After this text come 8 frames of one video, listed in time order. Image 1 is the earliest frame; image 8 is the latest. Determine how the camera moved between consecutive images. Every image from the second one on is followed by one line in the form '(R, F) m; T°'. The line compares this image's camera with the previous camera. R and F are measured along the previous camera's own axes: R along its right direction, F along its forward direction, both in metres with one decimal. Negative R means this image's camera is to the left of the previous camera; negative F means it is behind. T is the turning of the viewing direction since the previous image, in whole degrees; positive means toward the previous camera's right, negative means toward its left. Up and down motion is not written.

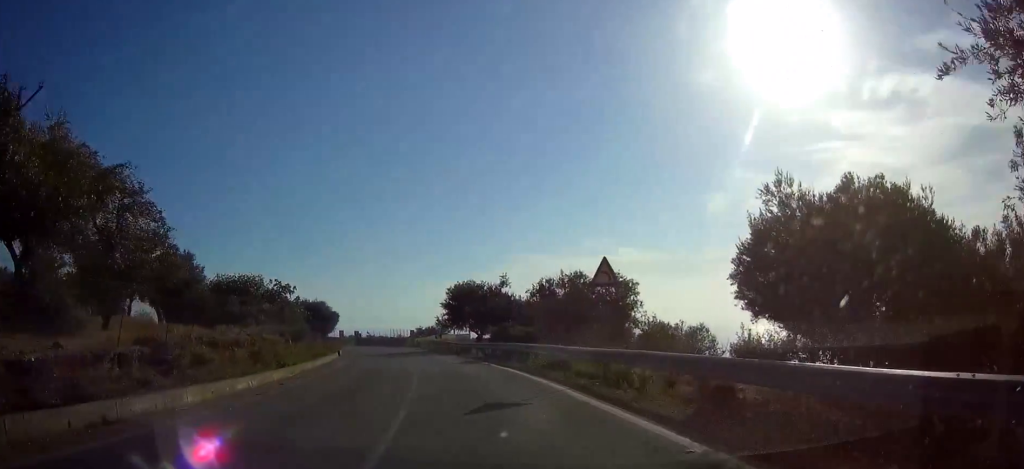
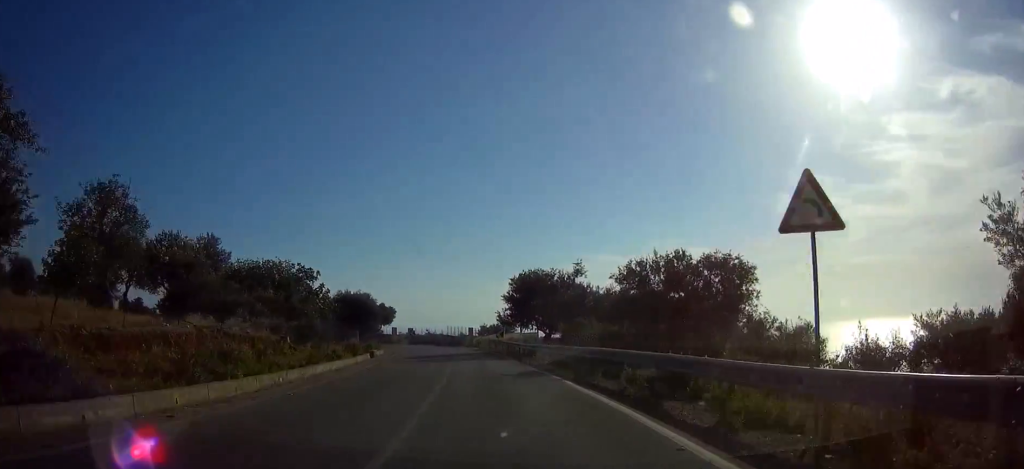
(-0.7, +9.1) m; -6°
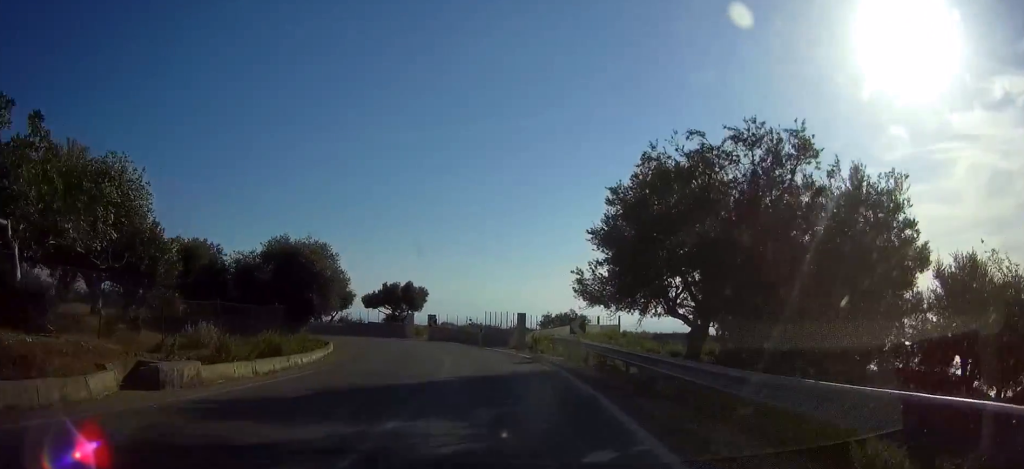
(-3.2, +29.5) m; -10°
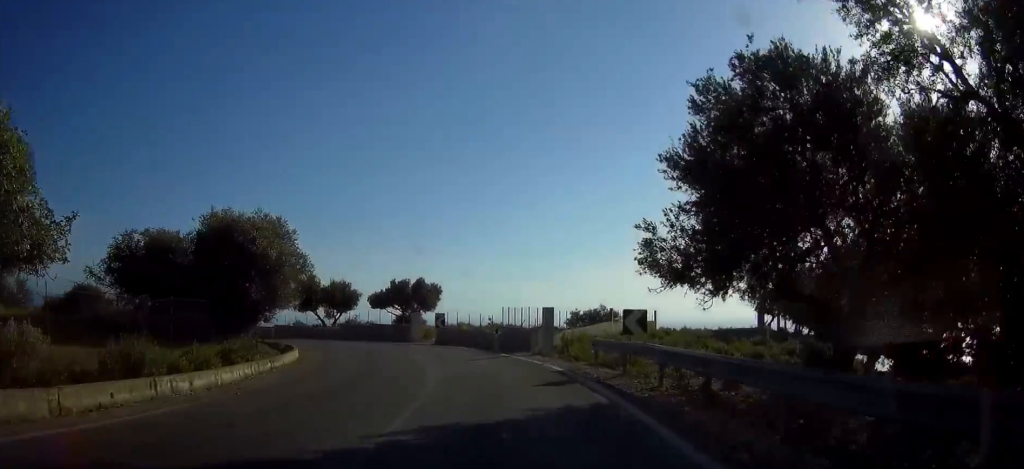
(0.0, +9.1) m; -2°
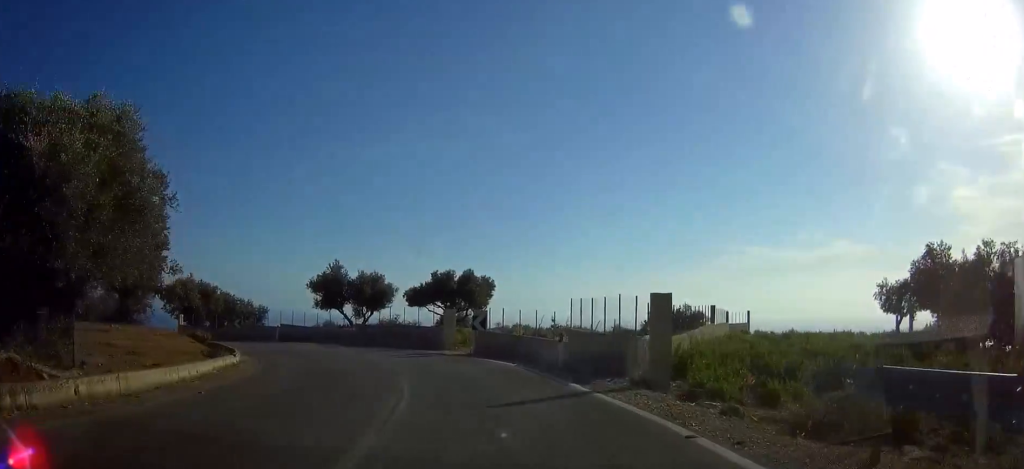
(-0.5, +14.5) m; -5°
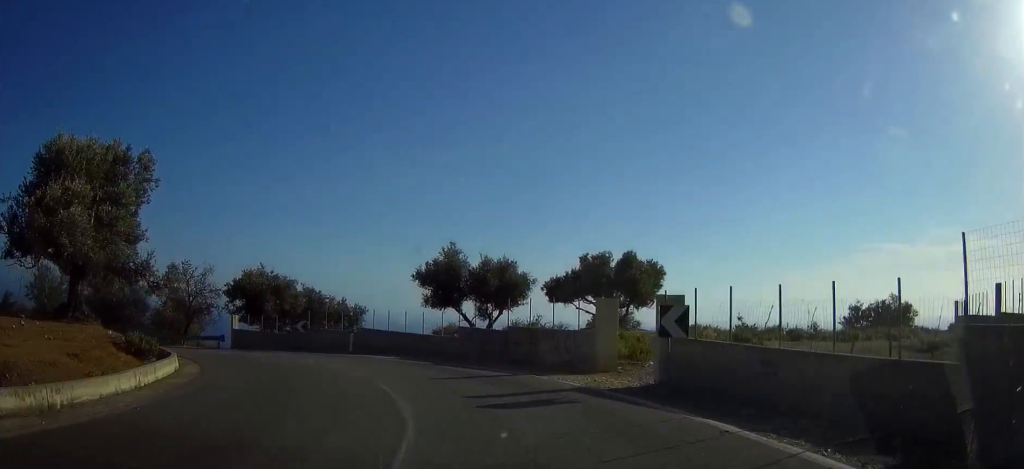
(-1.6, +16.2) m; -12°
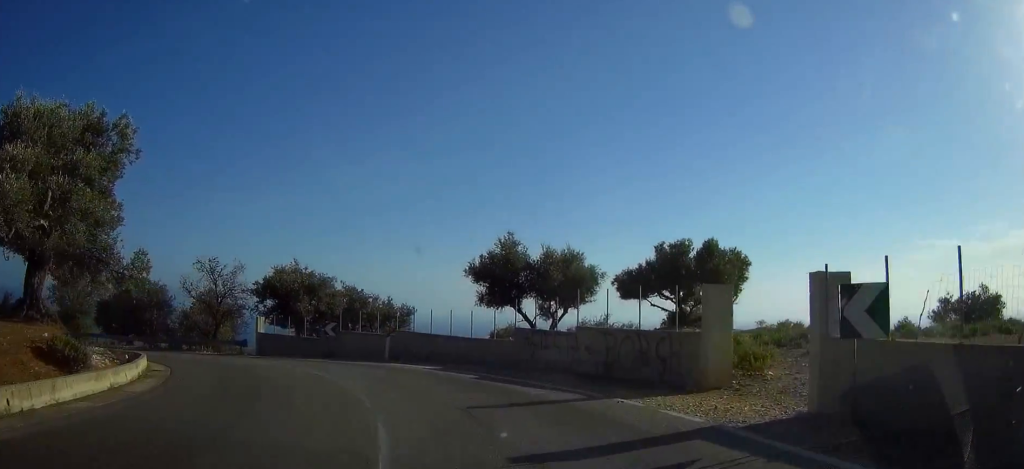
(-0.3, +5.8) m; -6°
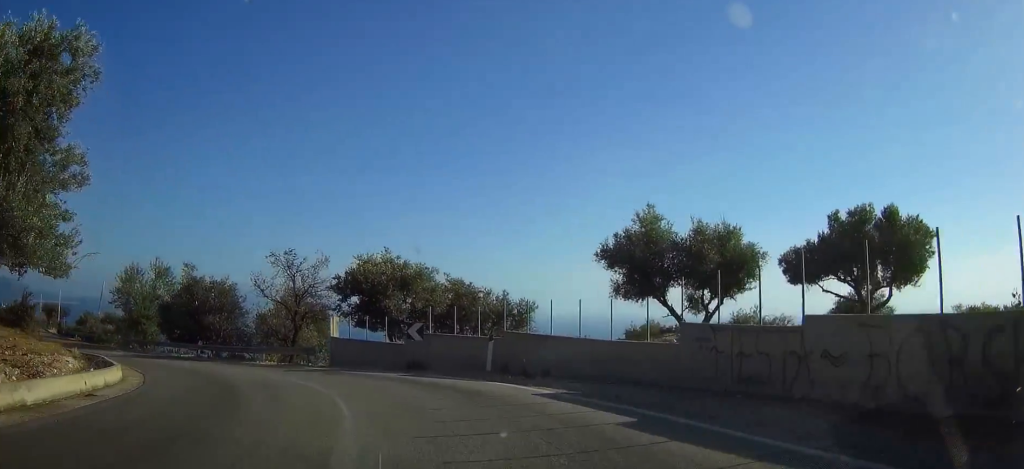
(-0.8, +8.5) m; -11°
